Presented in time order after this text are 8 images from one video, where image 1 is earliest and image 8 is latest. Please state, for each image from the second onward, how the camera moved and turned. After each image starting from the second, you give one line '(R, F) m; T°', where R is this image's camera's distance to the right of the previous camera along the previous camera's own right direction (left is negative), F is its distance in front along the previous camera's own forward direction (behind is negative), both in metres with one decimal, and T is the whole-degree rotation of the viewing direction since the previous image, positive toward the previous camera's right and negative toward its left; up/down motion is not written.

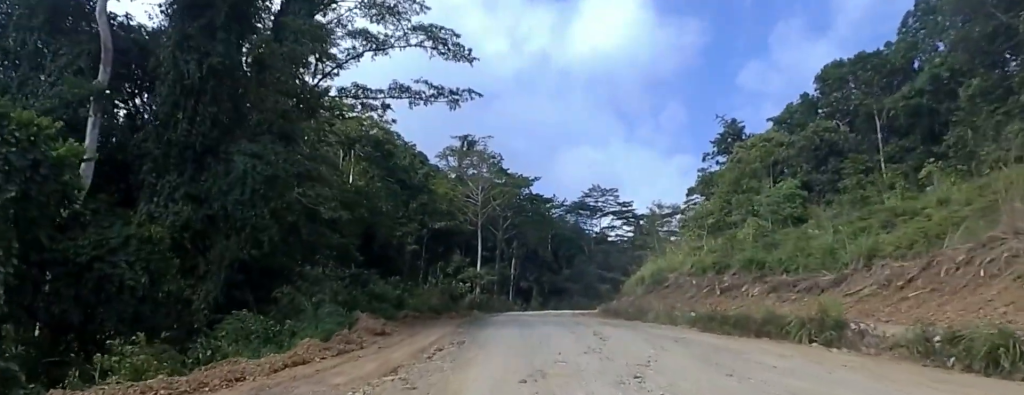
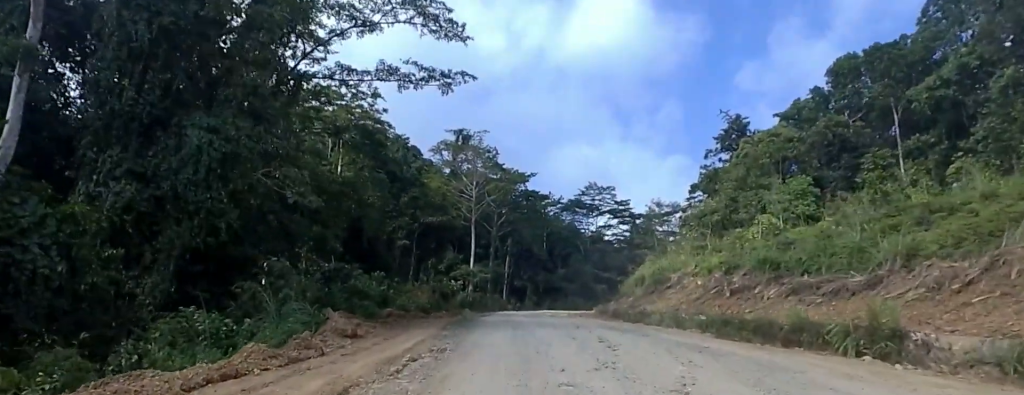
(0.0, +3.4) m; 0°
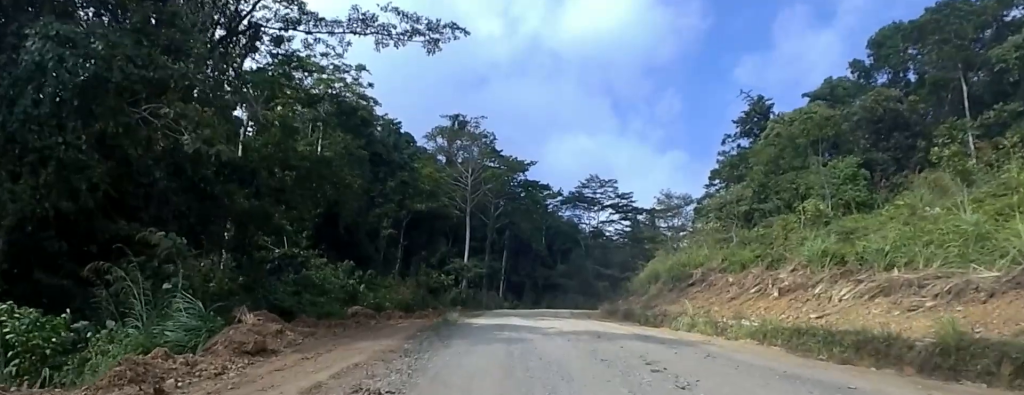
(0.0, +7.8) m; 0°
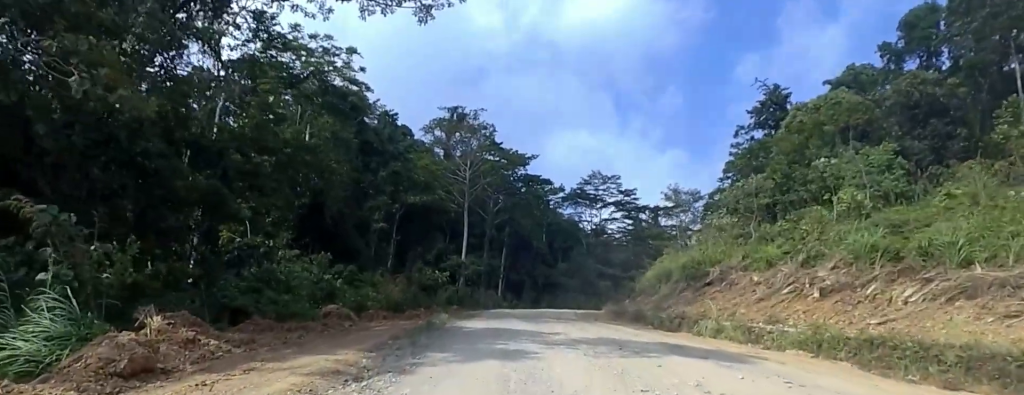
(0.0, +4.4) m; 0°
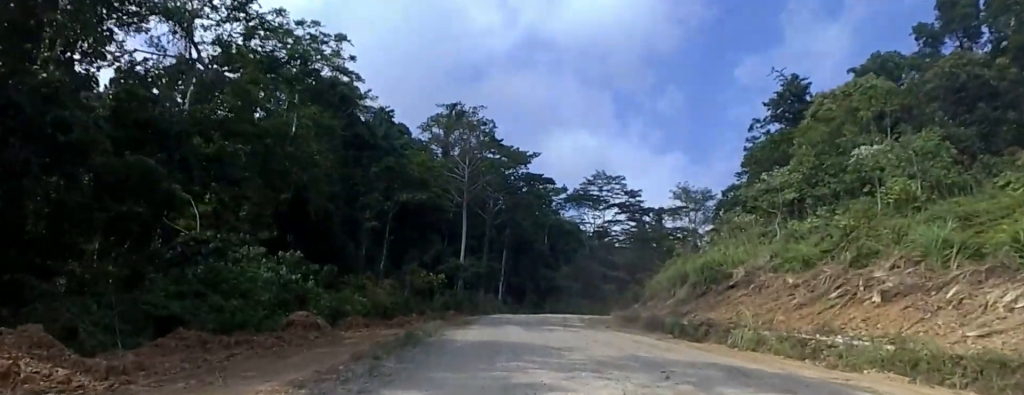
(0.0, +4.5) m; -1°
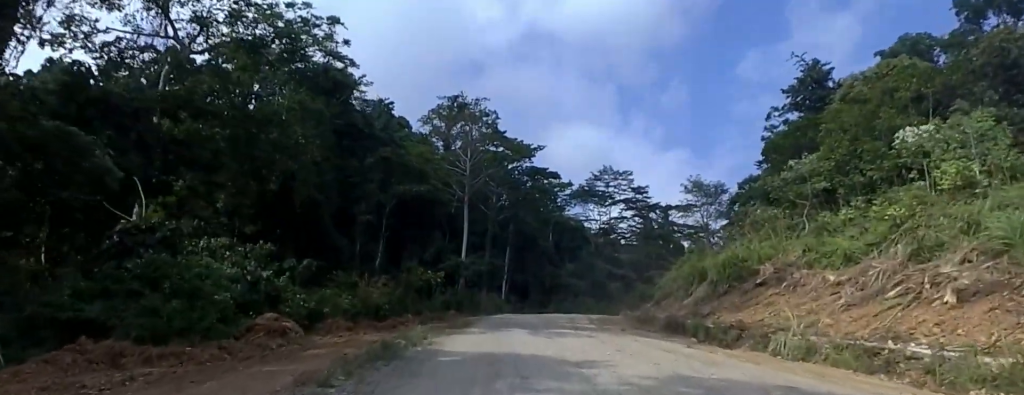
(0.0, +3.6) m; -3°
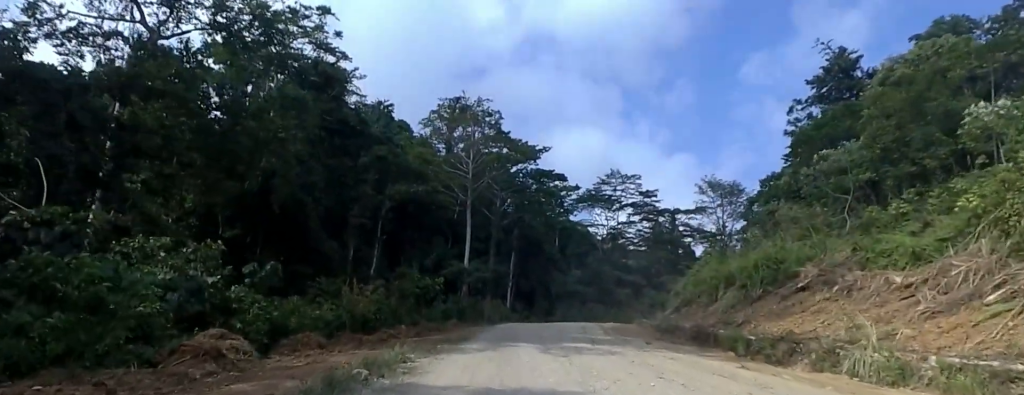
(-0.3, +4.2) m; -4°
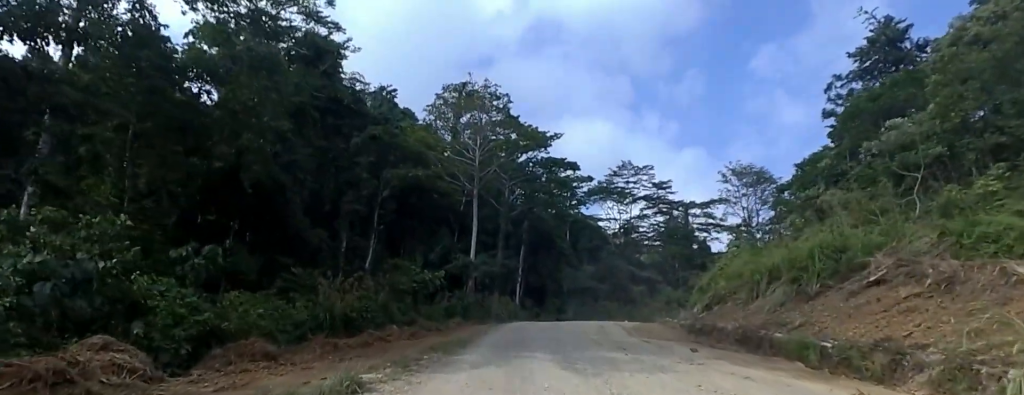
(-0.1, +4.9) m; -1°
